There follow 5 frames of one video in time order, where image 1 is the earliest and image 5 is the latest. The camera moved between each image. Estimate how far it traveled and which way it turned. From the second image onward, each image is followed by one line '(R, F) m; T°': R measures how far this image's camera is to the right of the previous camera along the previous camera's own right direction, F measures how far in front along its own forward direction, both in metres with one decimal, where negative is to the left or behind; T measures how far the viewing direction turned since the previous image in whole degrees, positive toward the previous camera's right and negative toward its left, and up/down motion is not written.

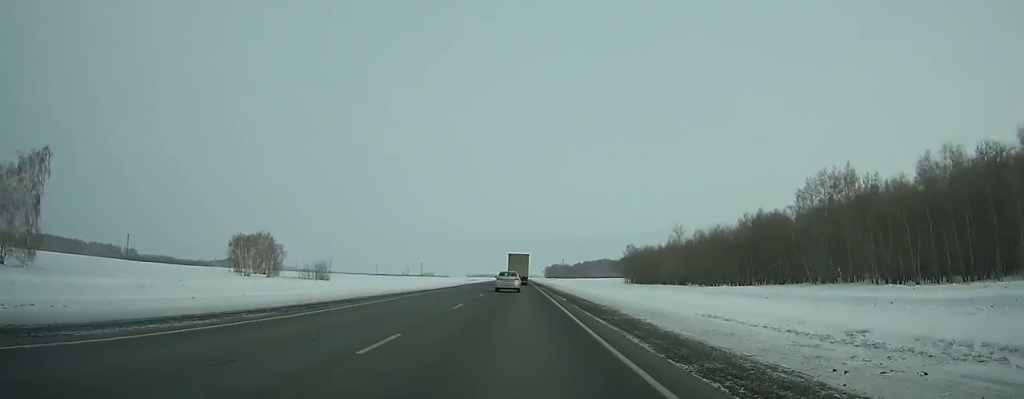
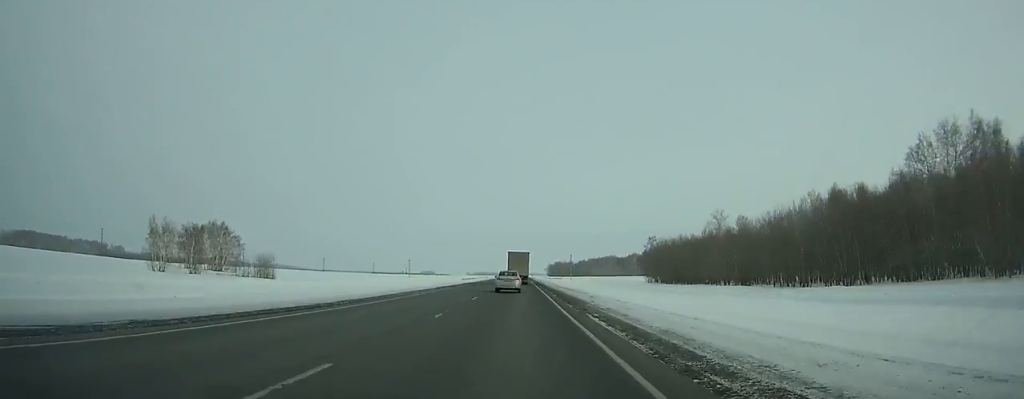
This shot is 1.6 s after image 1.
(-0.1, +40.2) m; 0°
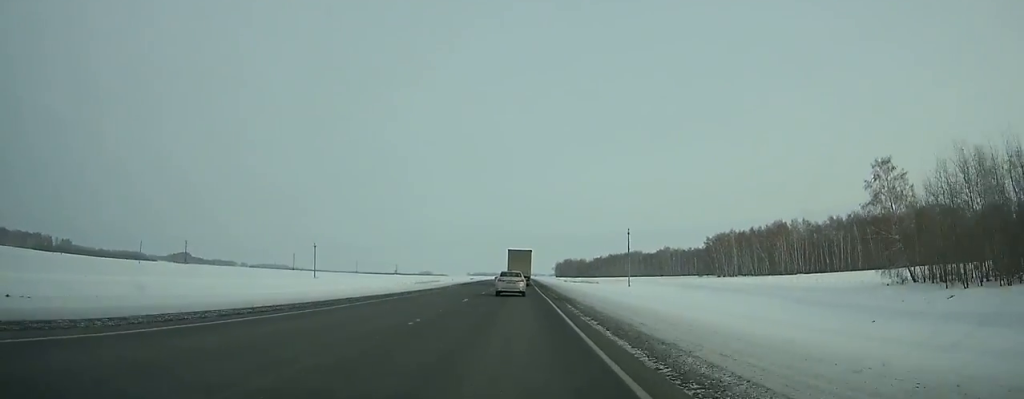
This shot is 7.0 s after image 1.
(-0.4, +134.7) m; 0°
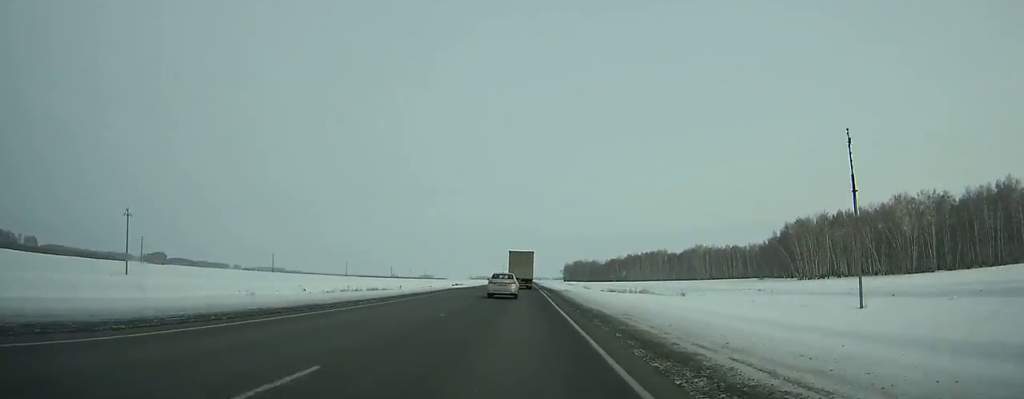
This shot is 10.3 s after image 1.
(-0.2, +81.5) m; 0°
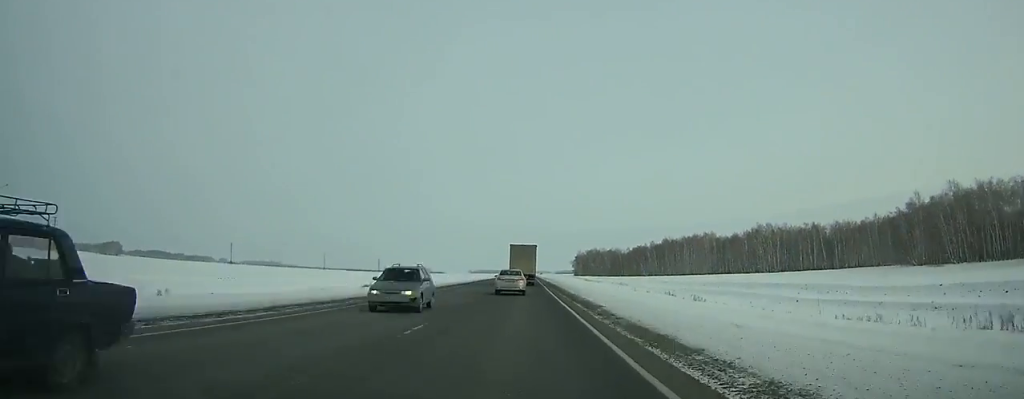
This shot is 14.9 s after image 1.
(-0.2, +114.5) m; 0°
